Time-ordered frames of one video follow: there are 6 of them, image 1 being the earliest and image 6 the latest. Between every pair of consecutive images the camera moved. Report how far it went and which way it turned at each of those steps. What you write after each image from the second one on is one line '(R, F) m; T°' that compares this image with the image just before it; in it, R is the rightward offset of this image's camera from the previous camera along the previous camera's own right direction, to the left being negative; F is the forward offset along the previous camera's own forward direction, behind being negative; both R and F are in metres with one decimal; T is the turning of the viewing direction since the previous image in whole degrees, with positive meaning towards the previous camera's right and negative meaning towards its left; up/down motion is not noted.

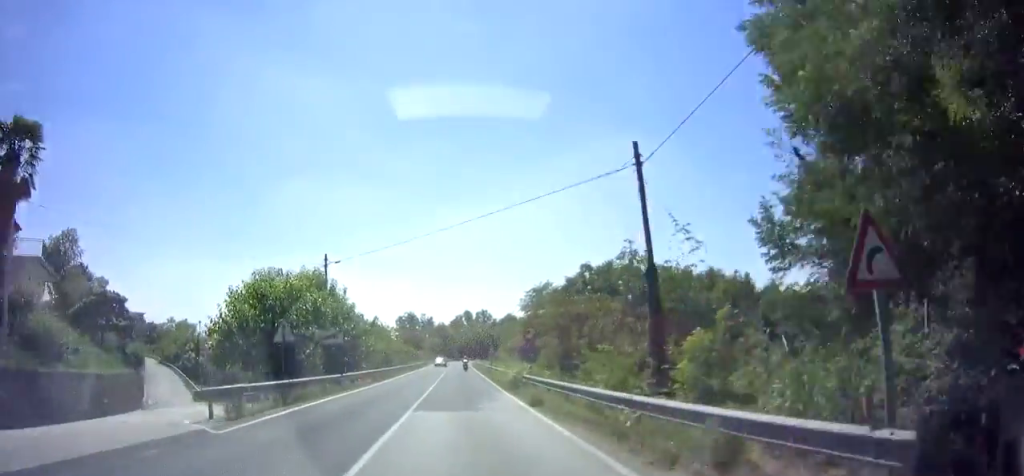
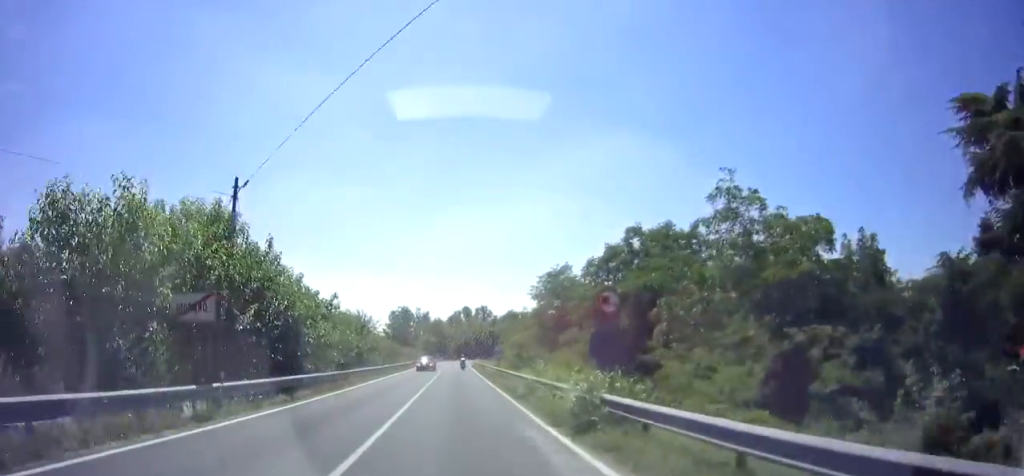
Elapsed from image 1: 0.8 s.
(+0.5, +13.2) m; +3°
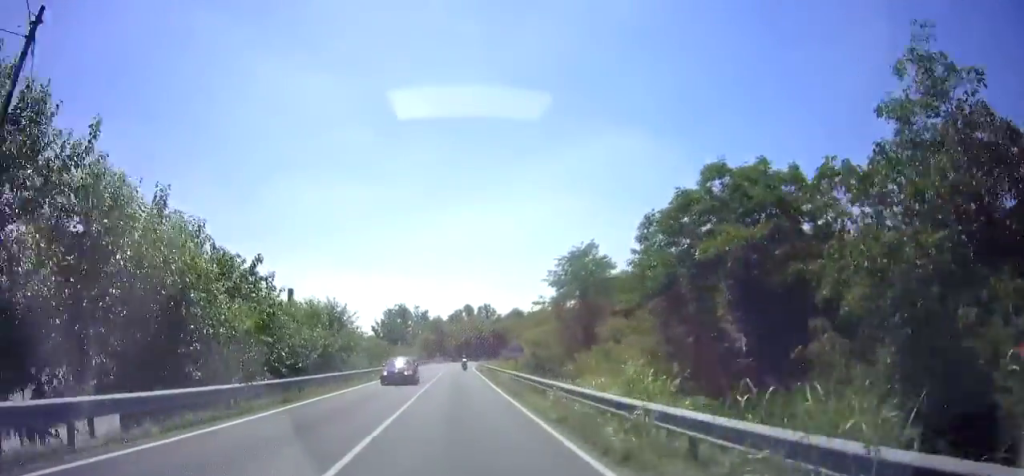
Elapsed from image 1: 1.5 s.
(+0.1, +11.1) m; 0°
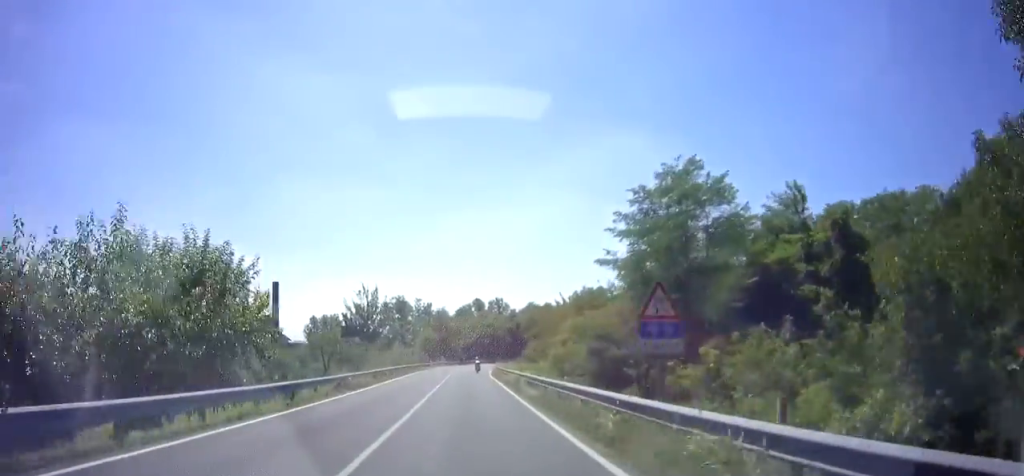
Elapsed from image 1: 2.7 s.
(-0.2, +21.0) m; -1°
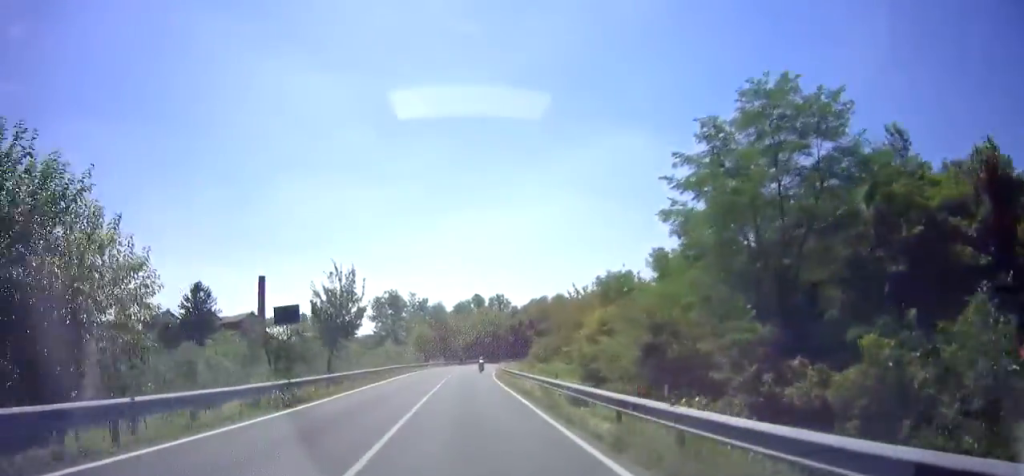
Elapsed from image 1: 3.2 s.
(0.0, +9.4) m; 0°
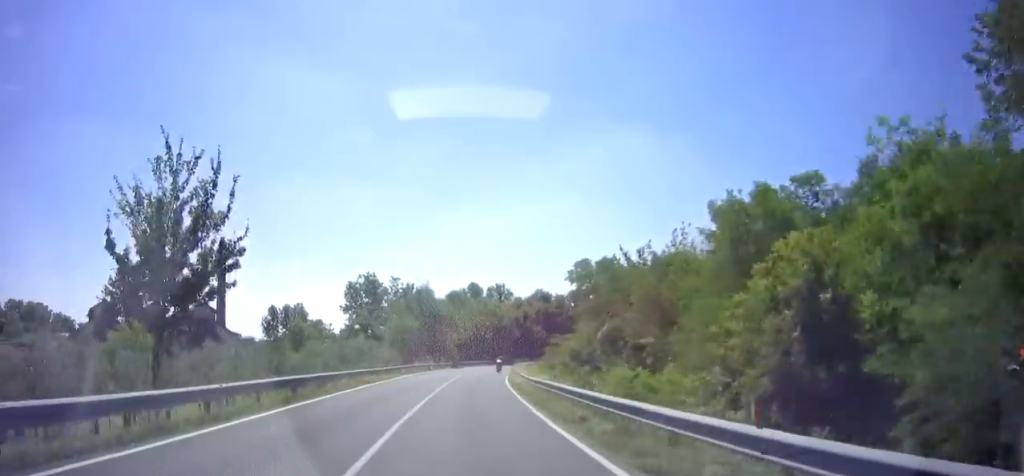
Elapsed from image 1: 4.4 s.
(+0.1, +20.9) m; +1°
